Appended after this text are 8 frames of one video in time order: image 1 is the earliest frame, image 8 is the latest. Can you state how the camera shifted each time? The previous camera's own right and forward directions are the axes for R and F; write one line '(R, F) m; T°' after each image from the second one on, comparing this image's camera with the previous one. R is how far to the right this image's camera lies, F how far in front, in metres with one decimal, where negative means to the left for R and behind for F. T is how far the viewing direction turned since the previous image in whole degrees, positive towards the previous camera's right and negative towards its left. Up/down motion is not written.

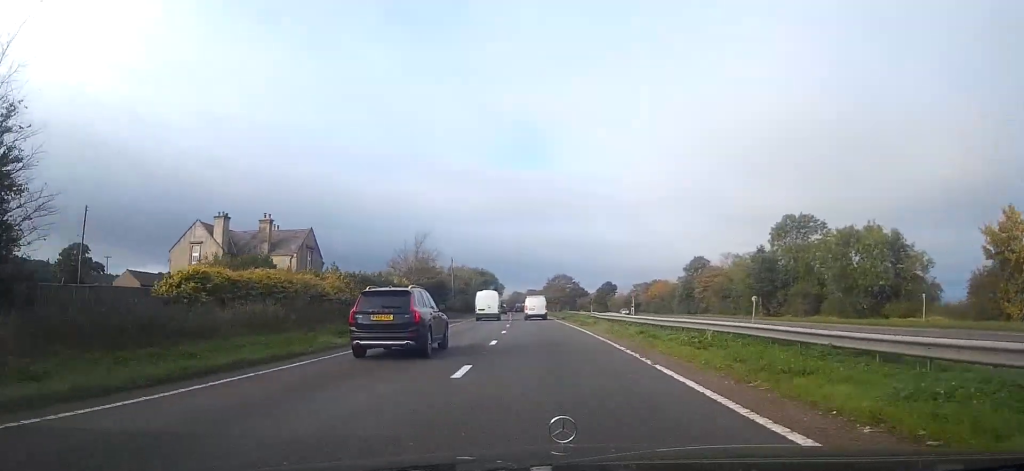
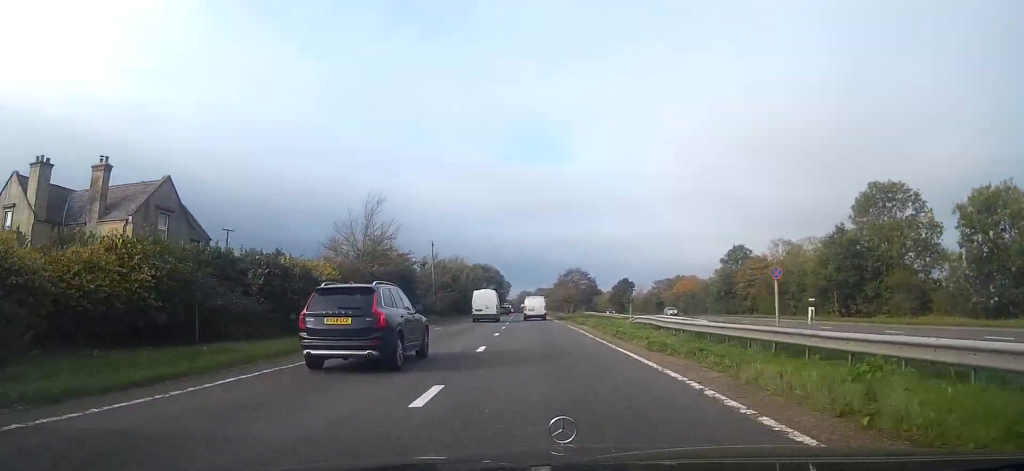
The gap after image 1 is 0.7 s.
(-0.4, +21.0) m; -1°
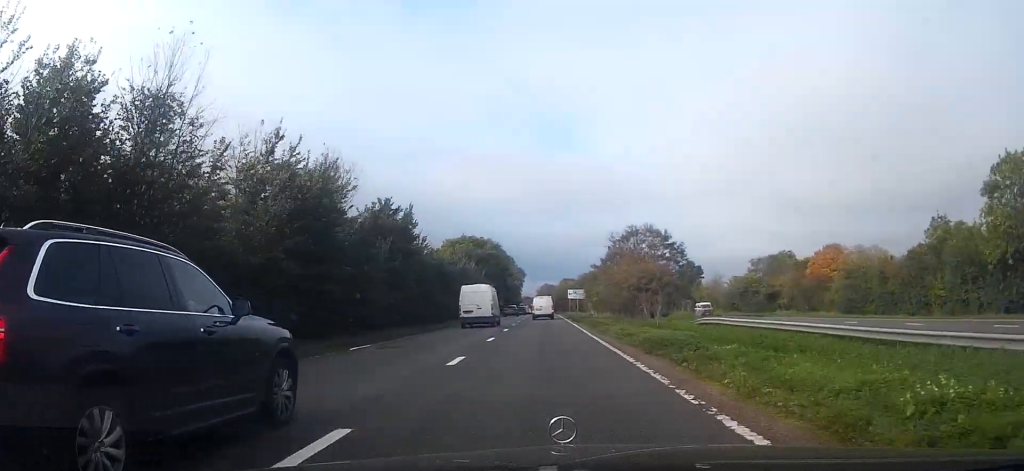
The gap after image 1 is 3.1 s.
(-0.4, +67.5) m; -1°
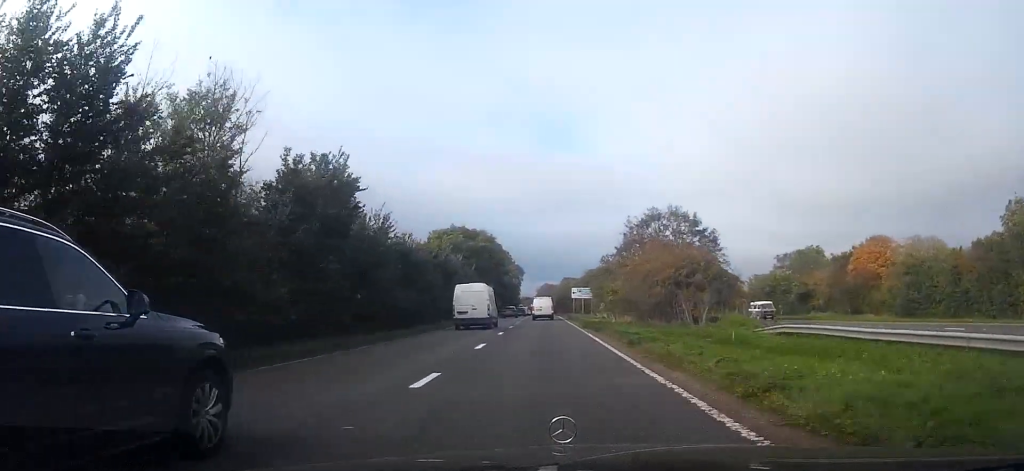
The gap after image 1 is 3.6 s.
(-0.2, +12.7) m; 0°
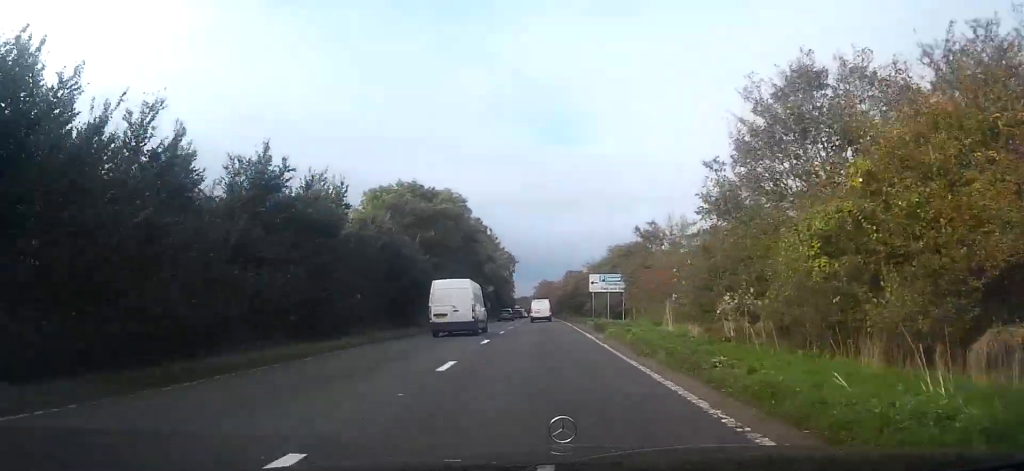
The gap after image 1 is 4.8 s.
(+0.3, +32.7) m; 0°
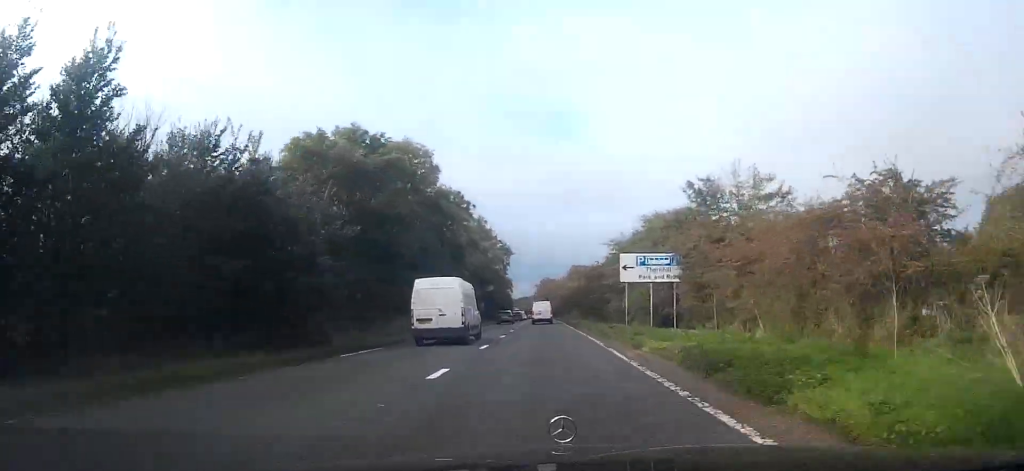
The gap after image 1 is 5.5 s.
(-0.3, +18.5) m; -1°
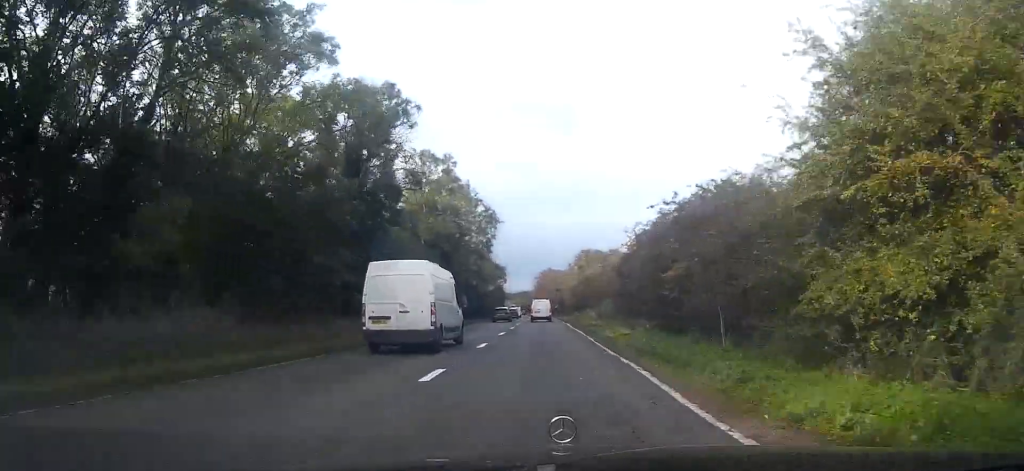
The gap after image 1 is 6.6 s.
(-0.1, +27.4) m; 0°
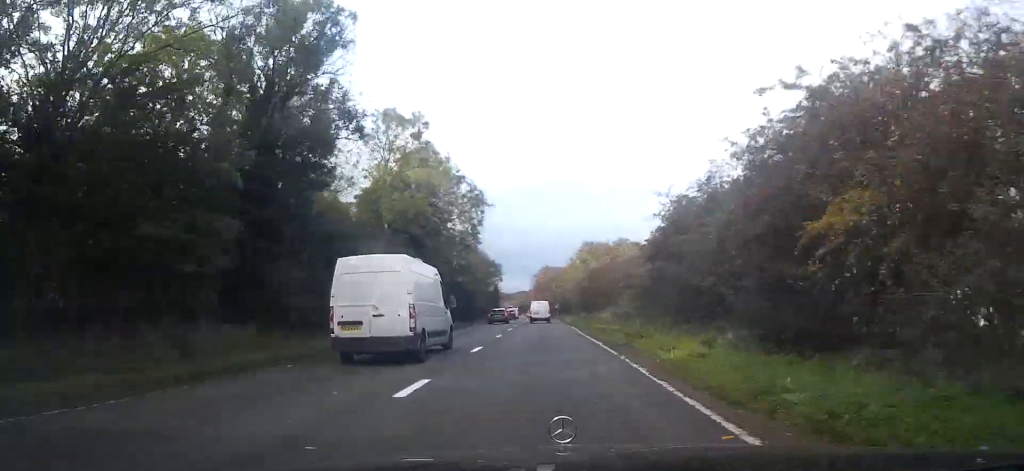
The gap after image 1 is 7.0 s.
(0.0, +10.7) m; 0°
